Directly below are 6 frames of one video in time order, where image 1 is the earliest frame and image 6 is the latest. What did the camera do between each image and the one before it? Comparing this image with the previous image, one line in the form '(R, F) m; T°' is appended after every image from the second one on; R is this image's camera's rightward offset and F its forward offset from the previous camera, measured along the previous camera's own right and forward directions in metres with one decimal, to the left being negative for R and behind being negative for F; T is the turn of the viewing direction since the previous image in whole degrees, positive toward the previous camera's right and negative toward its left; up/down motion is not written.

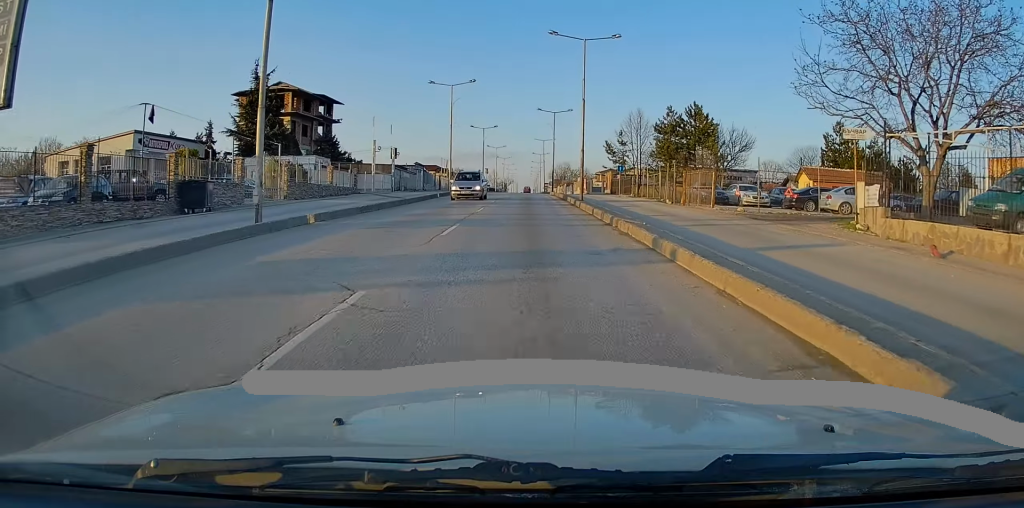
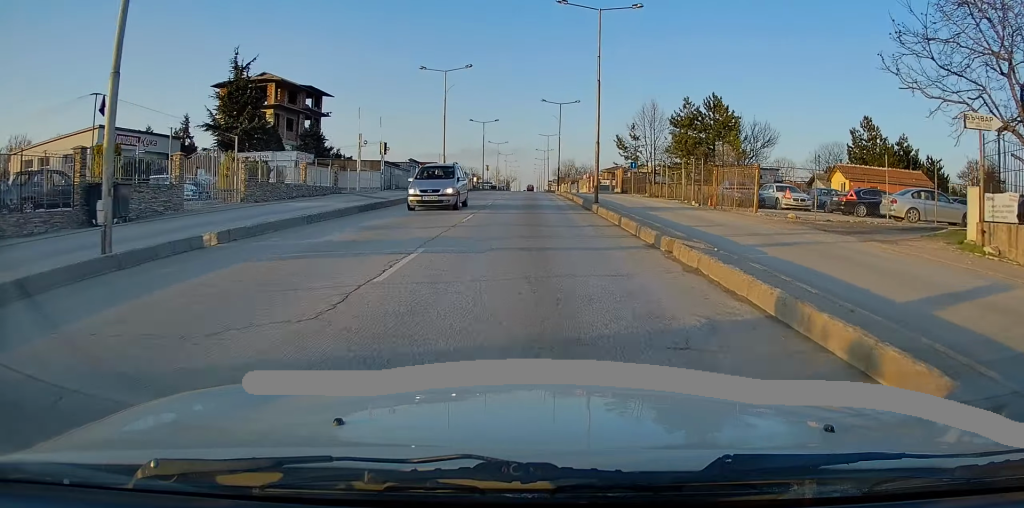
(0.0, +5.7) m; 0°
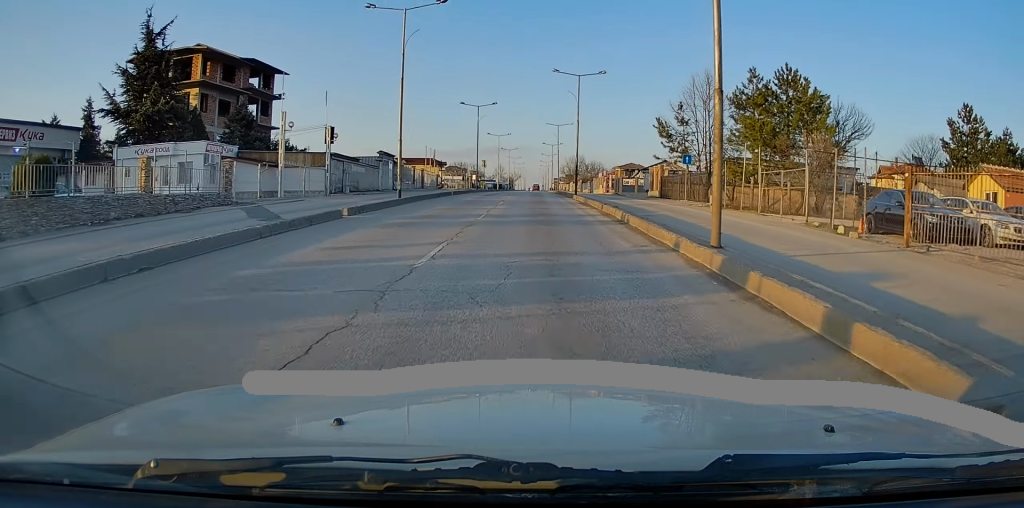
(-0.1, +16.6) m; 0°
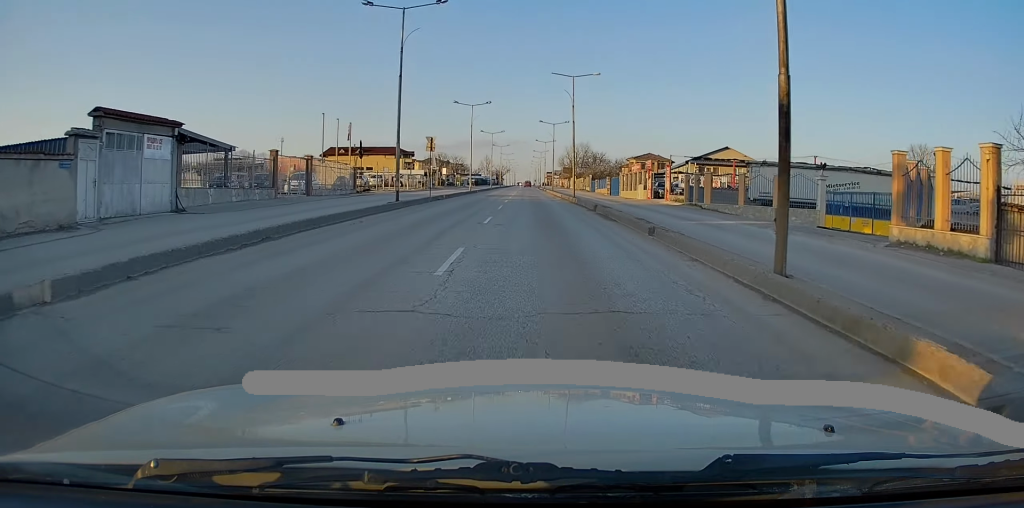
(+0.1, +36.6) m; +1°
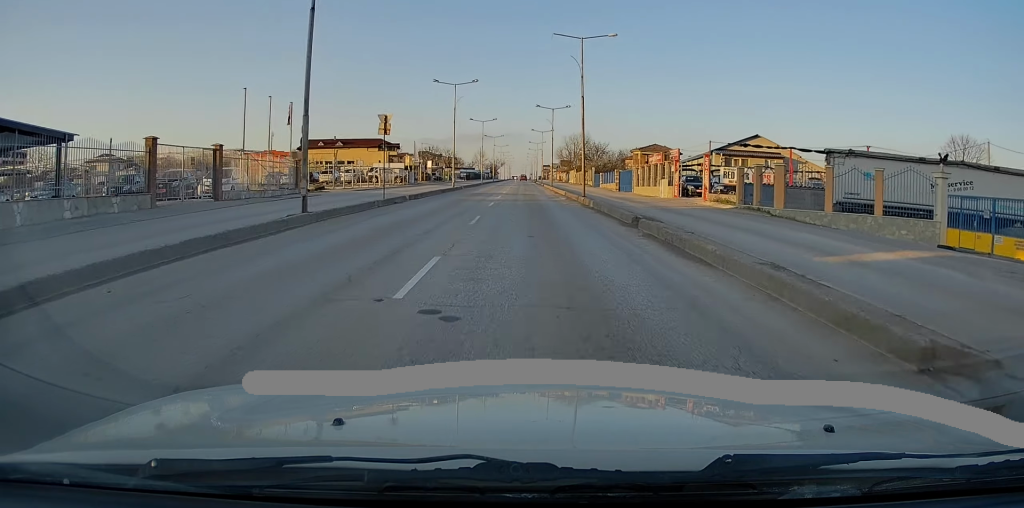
(+0.1, +10.7) m; 0°
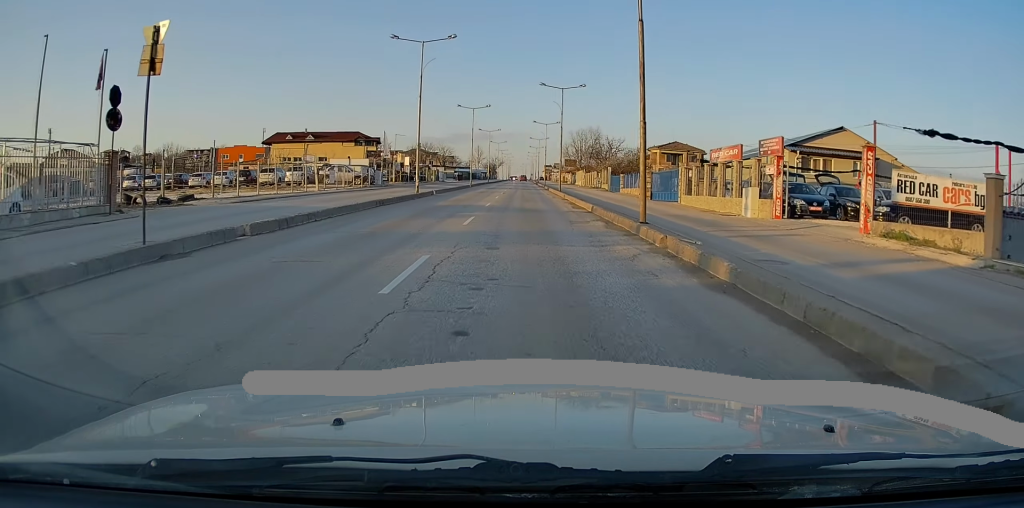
(0.0, +16.8) m; 0°
